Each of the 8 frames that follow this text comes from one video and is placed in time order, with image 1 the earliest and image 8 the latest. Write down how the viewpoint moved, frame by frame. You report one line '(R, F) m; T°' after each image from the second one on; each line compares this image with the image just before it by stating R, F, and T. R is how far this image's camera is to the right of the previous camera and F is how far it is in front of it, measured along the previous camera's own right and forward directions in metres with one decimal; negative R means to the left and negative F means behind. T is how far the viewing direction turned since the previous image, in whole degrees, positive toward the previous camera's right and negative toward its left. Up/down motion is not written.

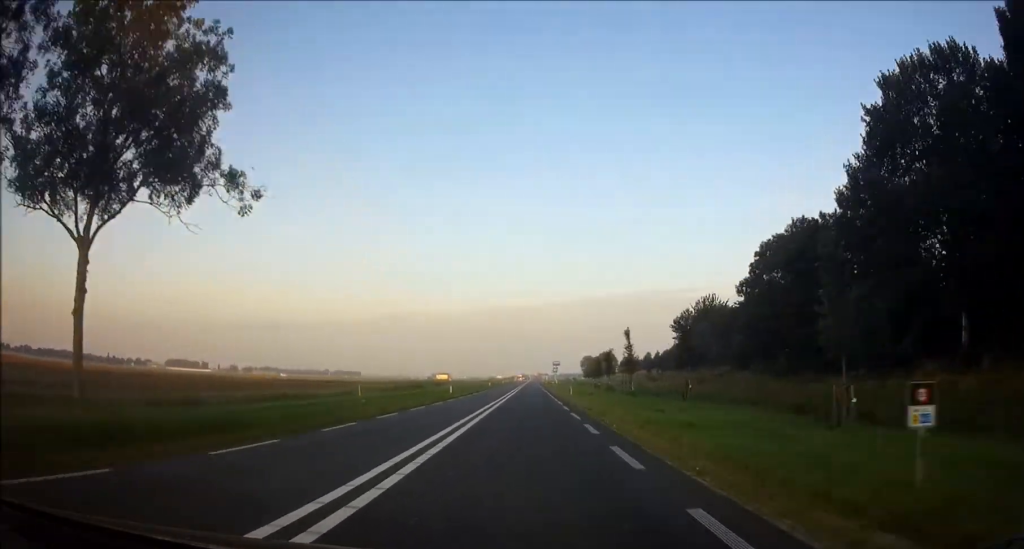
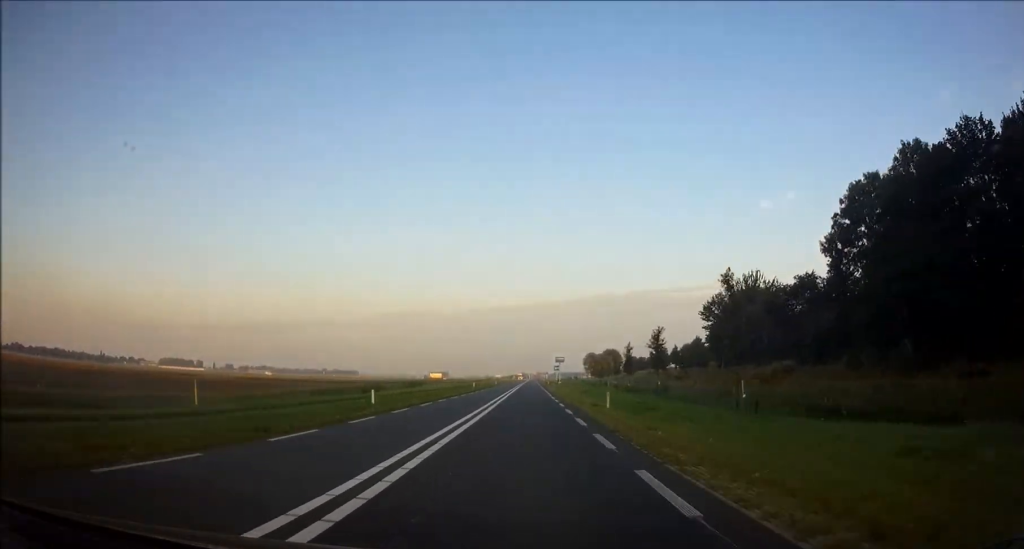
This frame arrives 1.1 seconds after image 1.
(+0.1, +26.9) m; 0°
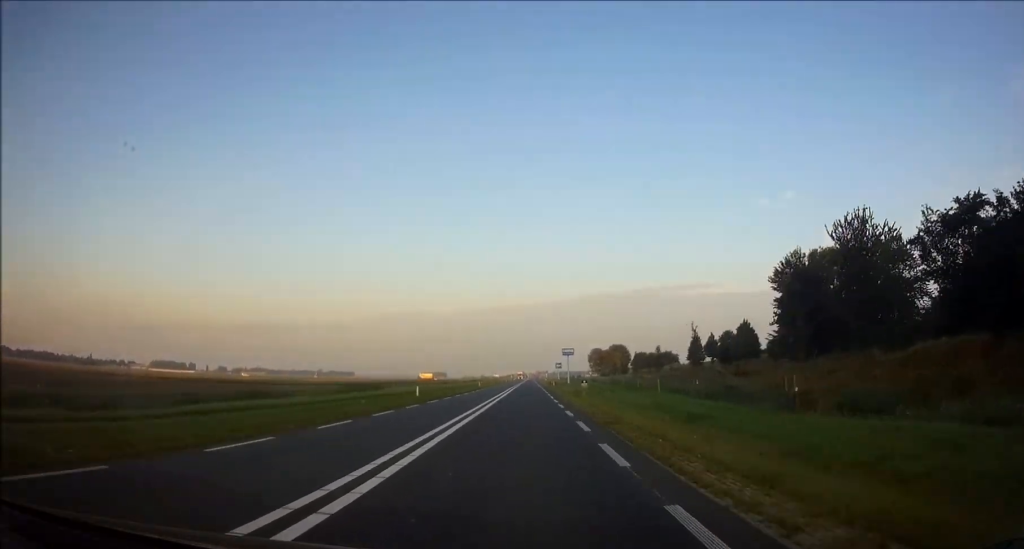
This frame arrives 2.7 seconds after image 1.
(-0.1, +38.0) m; 0°
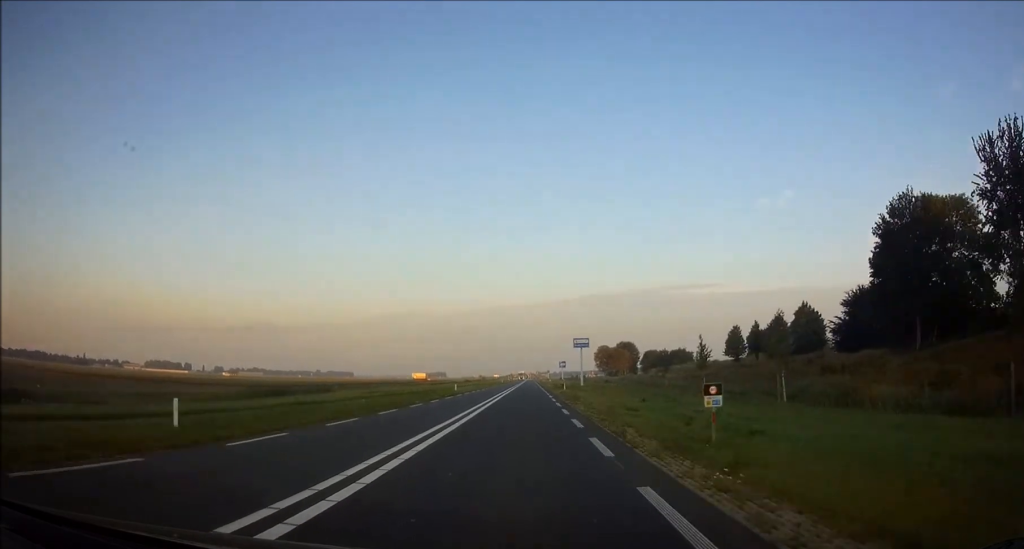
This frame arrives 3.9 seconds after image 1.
(-0.1, +28.5) m; 0°
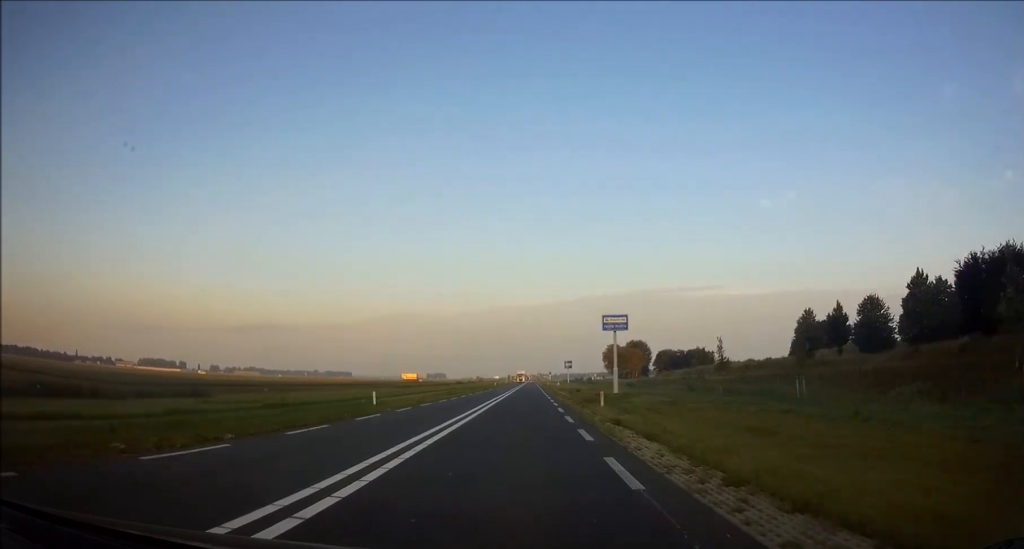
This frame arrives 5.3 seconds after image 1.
(0.0, +31.5) m; 0°
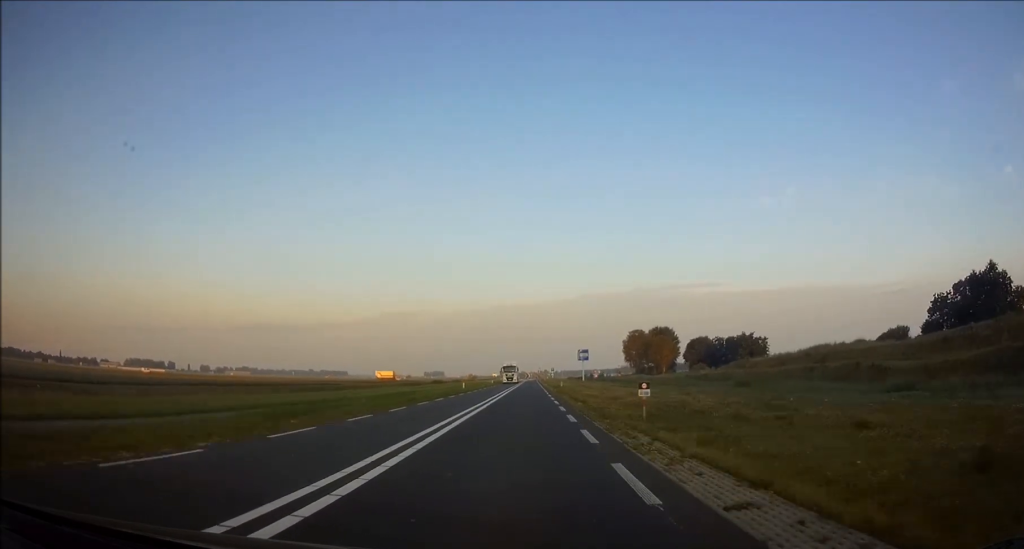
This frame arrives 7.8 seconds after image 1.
(+0.2, +59.9) m; 0°
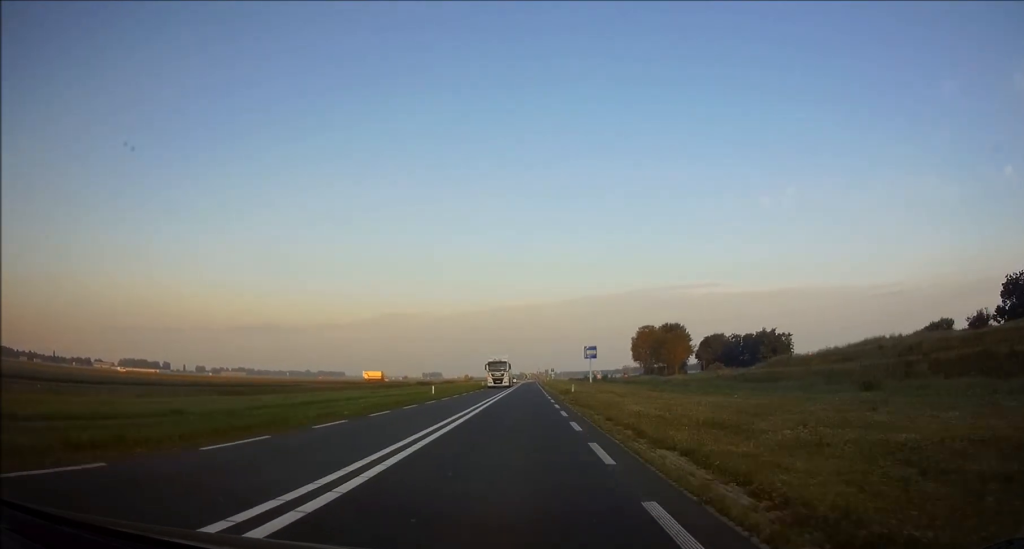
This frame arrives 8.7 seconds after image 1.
(-0.1, +20.5) m; 0°
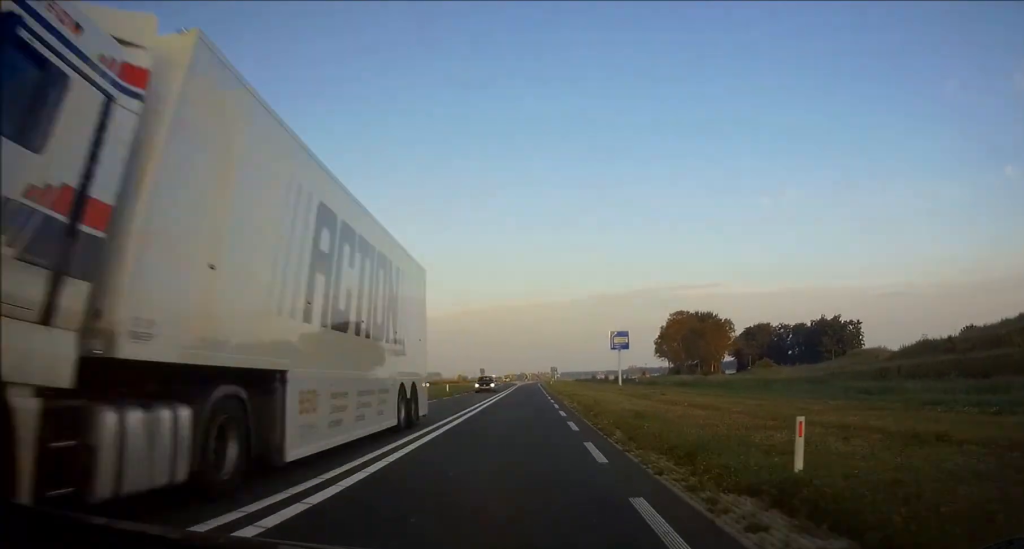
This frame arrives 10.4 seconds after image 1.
(0.0, +40.9) m; 0°
